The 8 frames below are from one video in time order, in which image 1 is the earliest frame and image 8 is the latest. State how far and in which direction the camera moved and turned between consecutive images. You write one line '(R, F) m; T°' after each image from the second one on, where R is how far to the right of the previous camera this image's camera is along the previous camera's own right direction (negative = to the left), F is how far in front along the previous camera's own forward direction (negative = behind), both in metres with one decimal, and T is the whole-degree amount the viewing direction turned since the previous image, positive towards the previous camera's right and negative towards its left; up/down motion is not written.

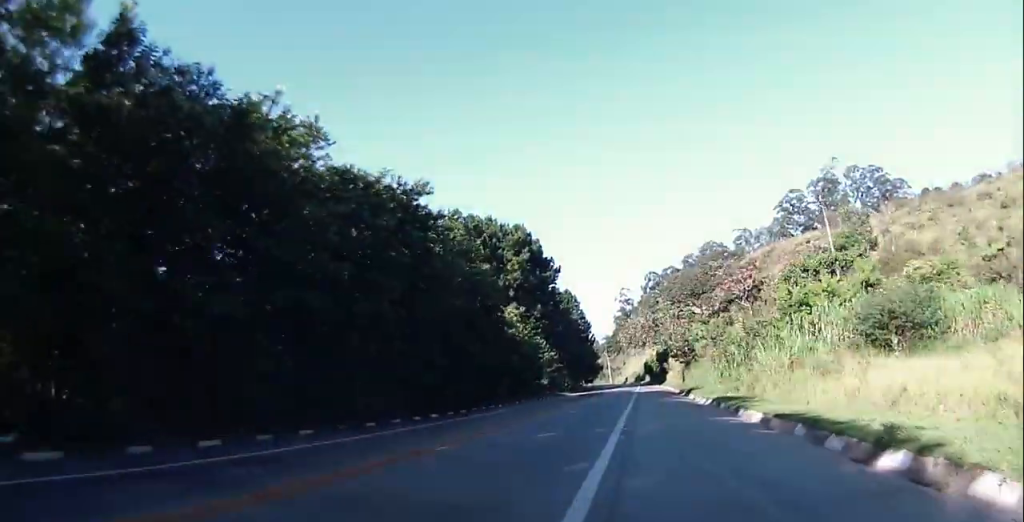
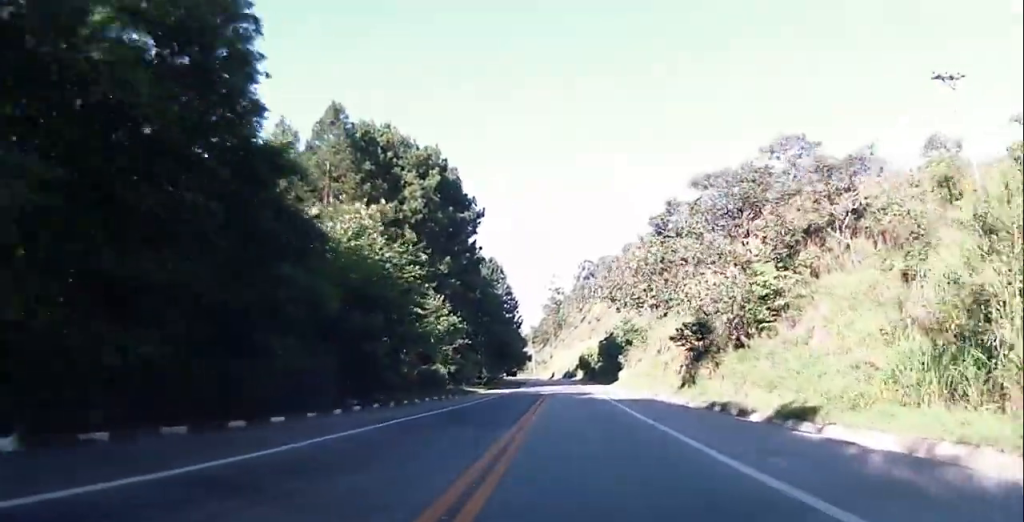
(-1.2, +32.8) m; +2°
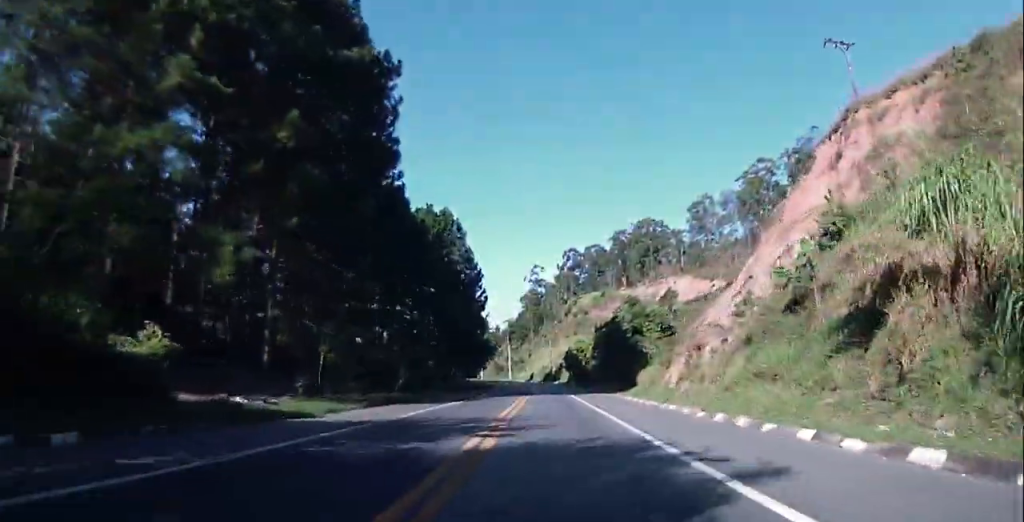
(+2.2, +37.5) m; +3°
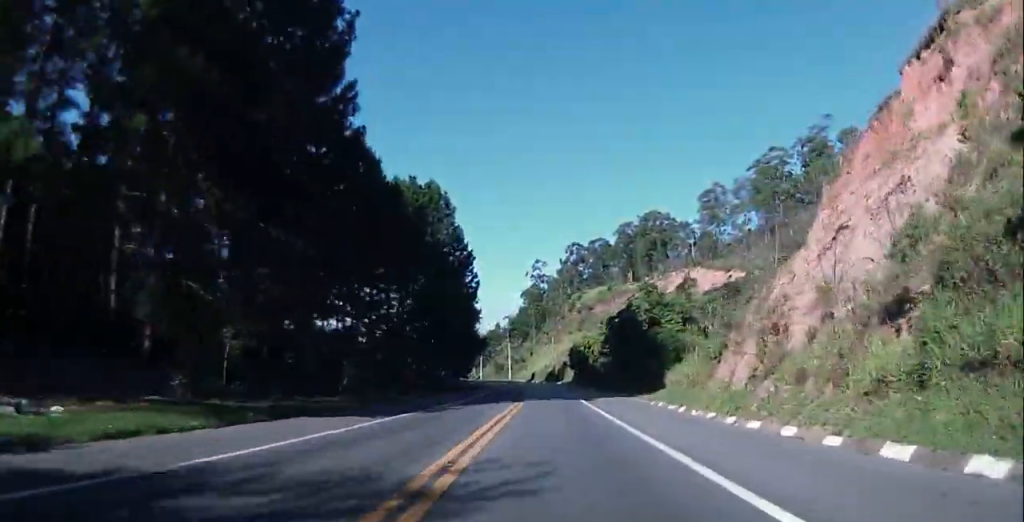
(0.0, +12.9) m; 0°
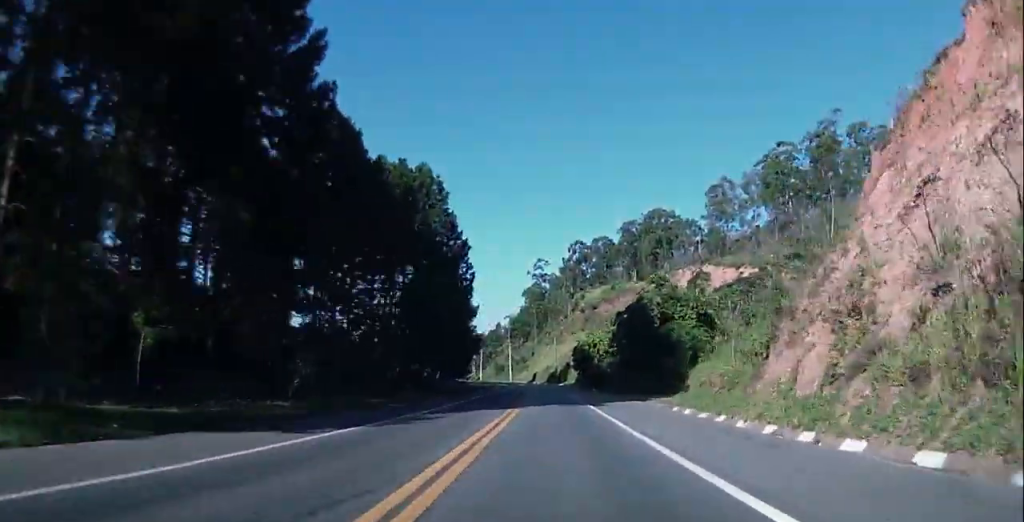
(-0.2, +6.9) m; 0°
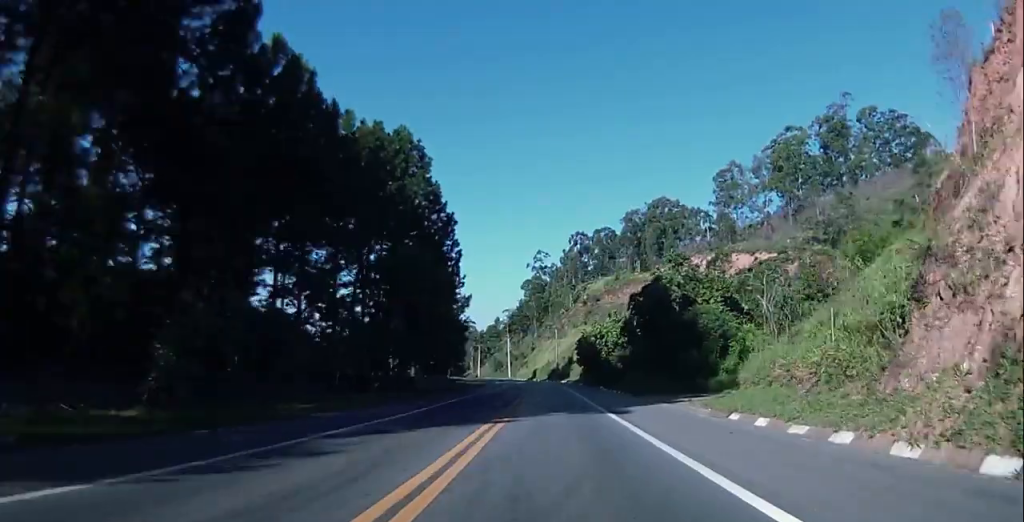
(0.0, +10.5) m; 0°
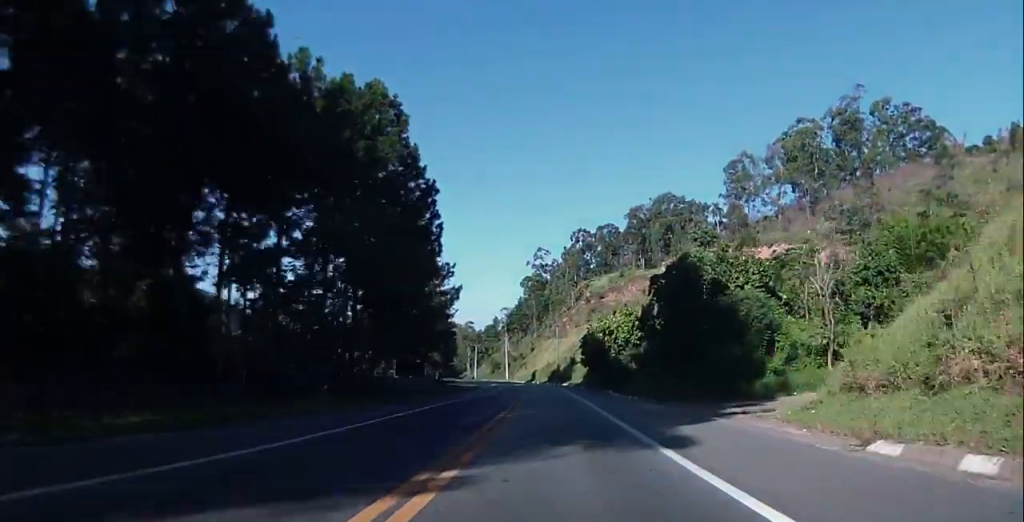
(+0.3, +10.7) m; 0°
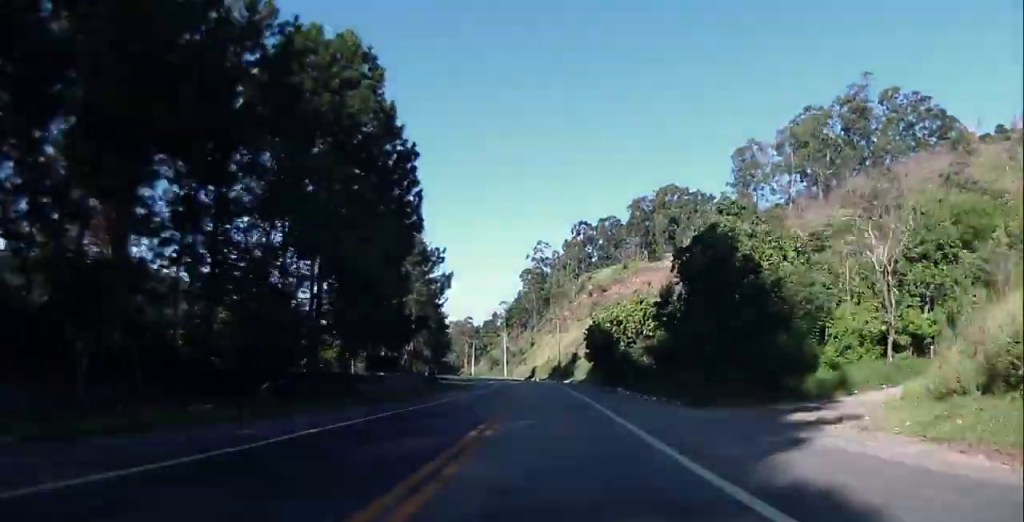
(-0.1, +7.8) m; 0°
